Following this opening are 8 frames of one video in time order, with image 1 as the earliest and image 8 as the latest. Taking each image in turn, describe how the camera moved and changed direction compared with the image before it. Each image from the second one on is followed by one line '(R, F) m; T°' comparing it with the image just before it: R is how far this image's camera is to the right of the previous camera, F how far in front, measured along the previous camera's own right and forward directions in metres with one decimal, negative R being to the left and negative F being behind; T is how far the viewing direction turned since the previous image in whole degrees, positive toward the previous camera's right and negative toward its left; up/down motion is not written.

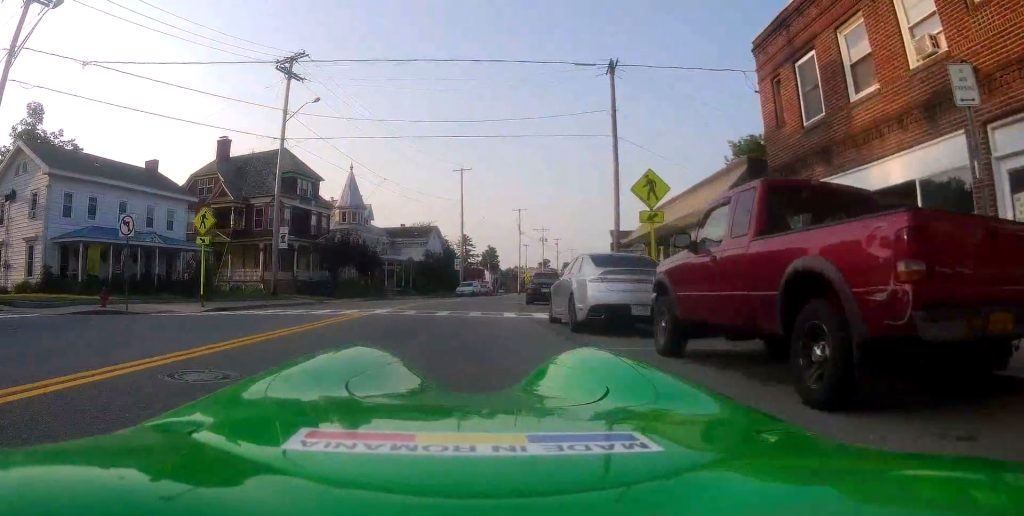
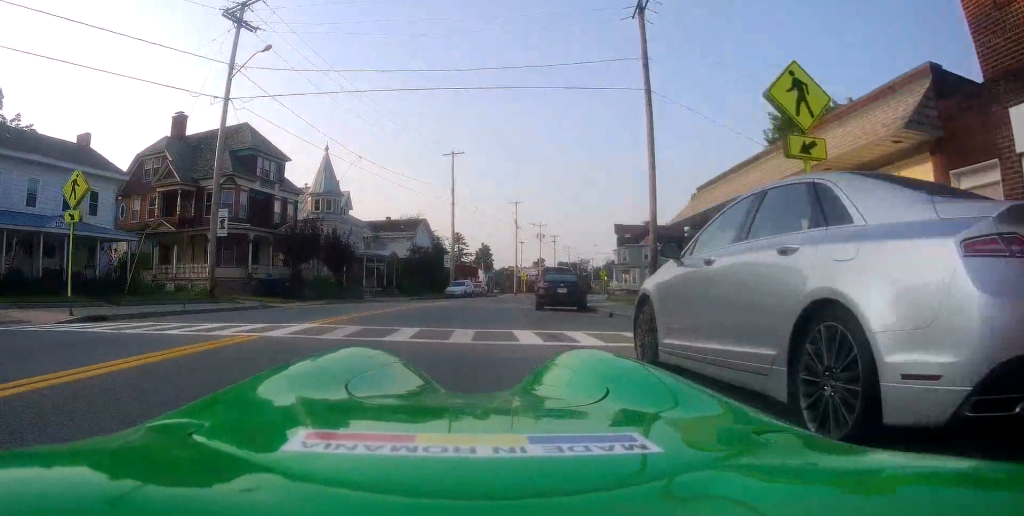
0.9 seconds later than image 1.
(-0.3, +7.5) m; -3°
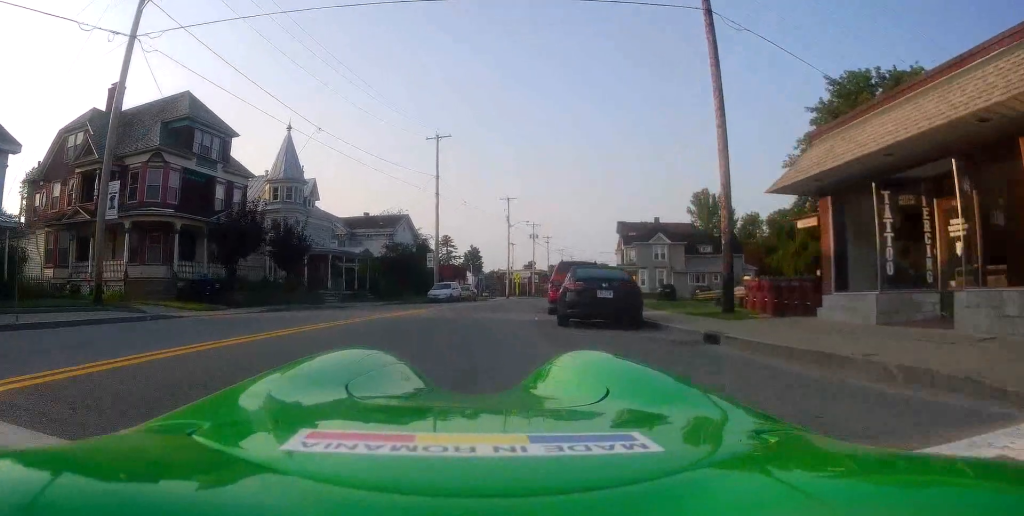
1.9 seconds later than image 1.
(-0.2, +8.1) m; +3°
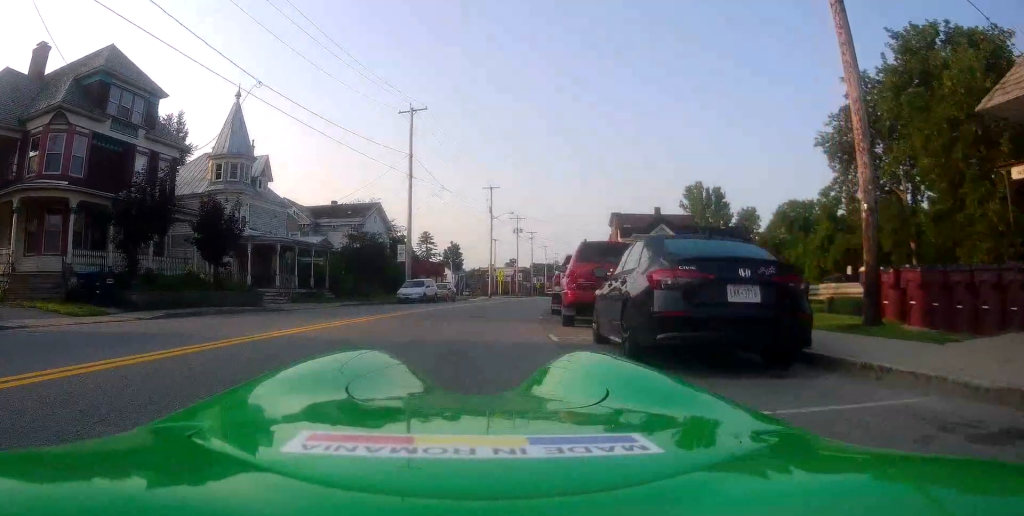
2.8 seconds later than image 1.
(+0.5, +7.2) m; +1°
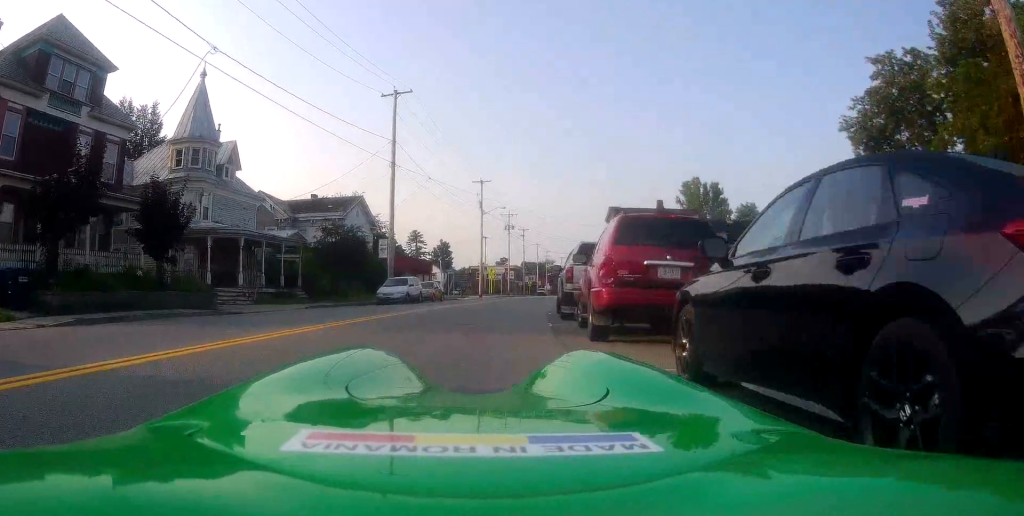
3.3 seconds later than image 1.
(0.0, +4.1) m; +1°
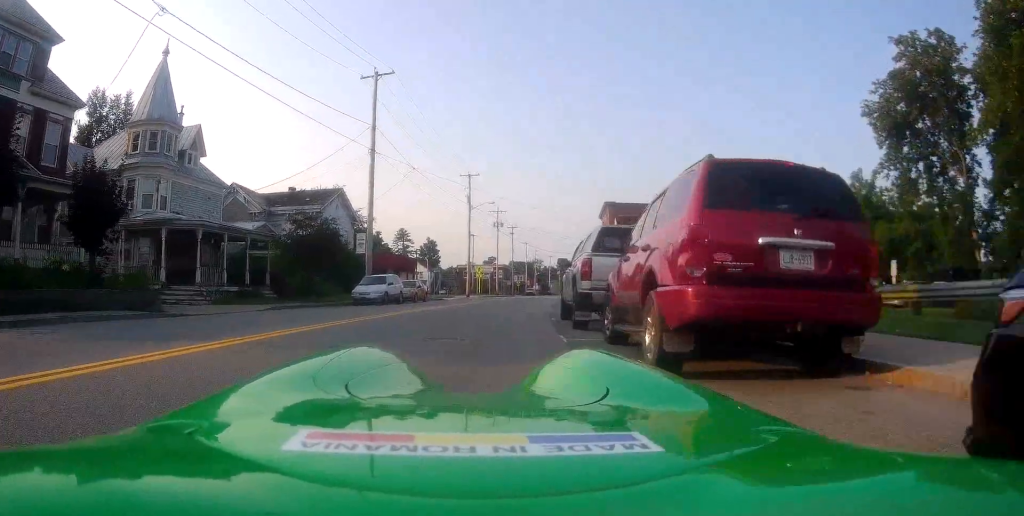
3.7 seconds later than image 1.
(-0.3, +3.4) m; +2°
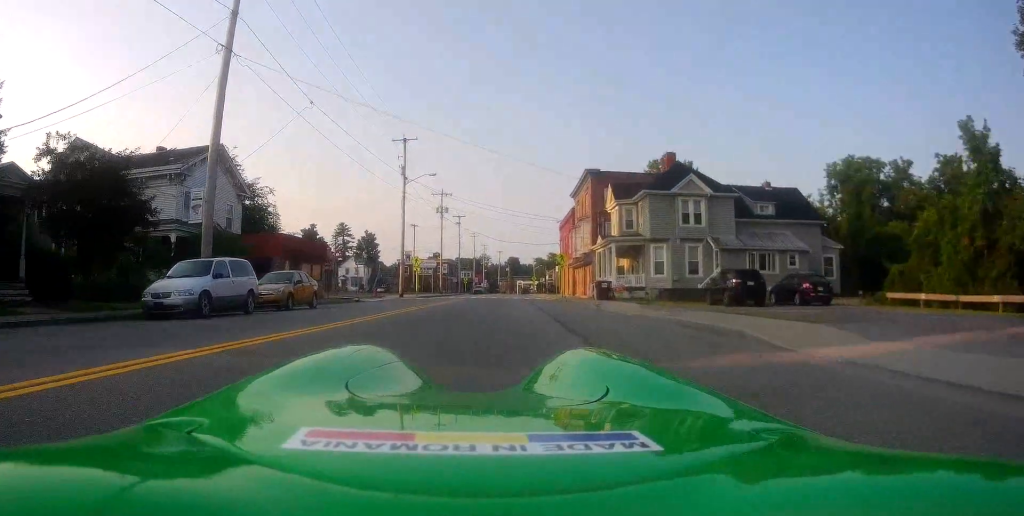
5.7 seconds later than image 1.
(+1.3, +16.3) m; +6°
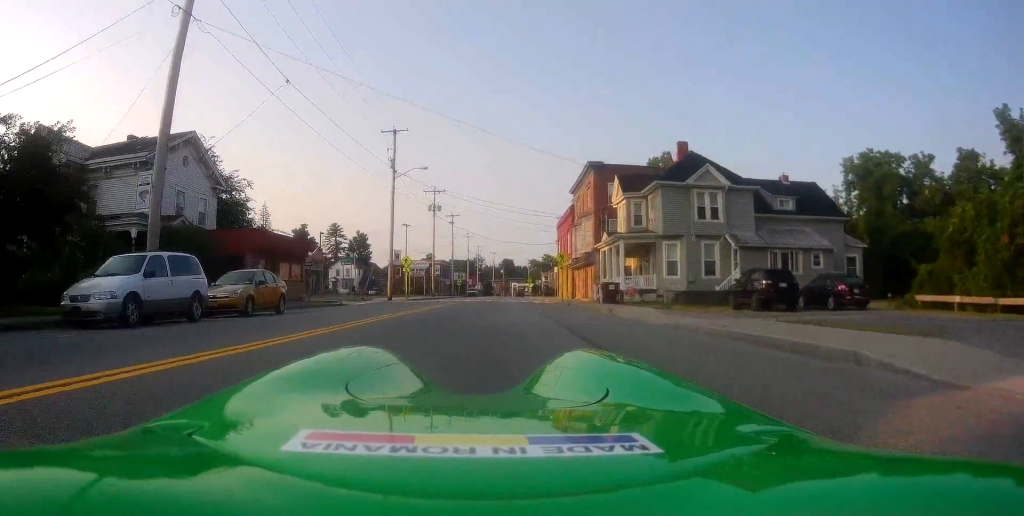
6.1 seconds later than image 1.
(-0.2, +3.4) m; 0°
